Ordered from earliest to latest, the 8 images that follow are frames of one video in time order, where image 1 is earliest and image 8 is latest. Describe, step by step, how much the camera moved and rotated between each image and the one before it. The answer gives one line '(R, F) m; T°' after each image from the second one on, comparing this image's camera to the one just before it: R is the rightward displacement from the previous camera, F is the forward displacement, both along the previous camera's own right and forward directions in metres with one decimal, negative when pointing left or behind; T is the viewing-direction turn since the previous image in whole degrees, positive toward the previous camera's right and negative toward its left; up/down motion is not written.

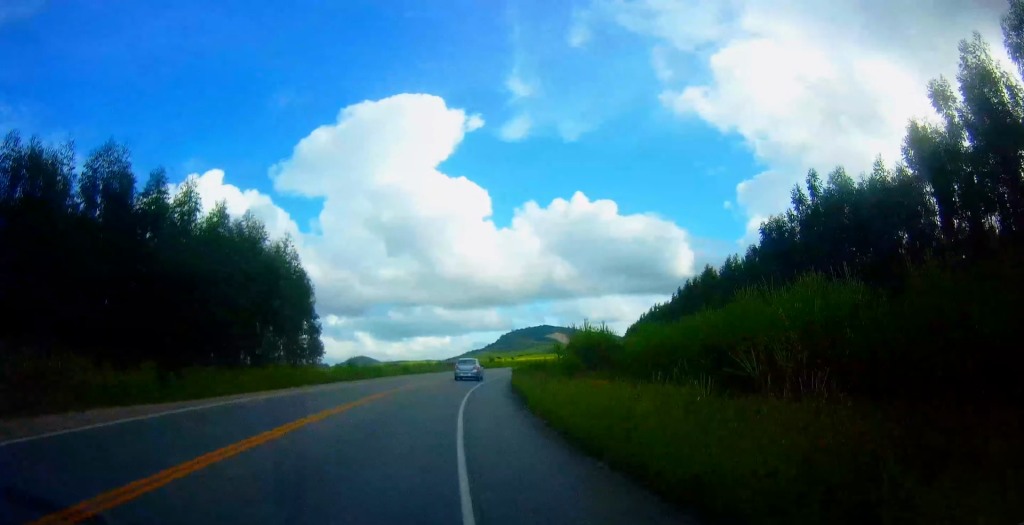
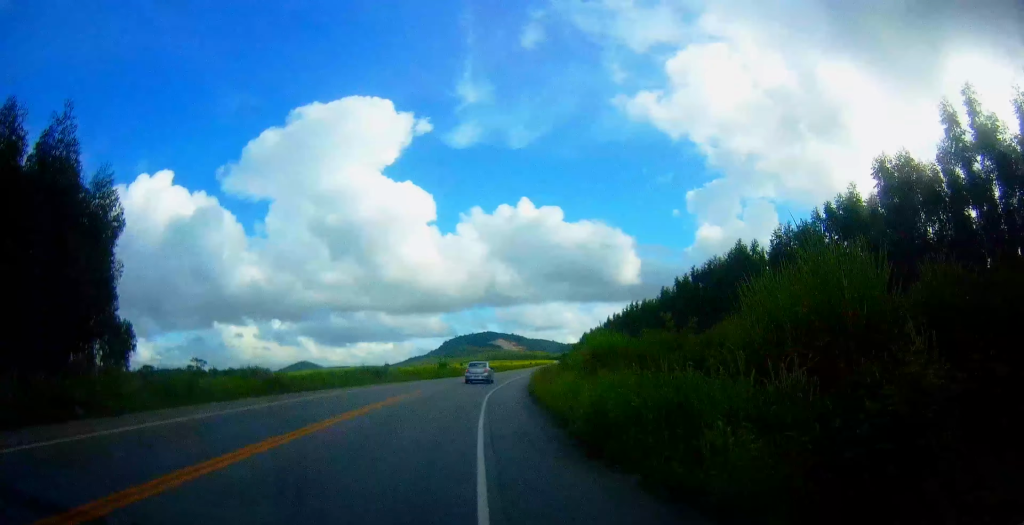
(+1.9, +29.8) m; +7°
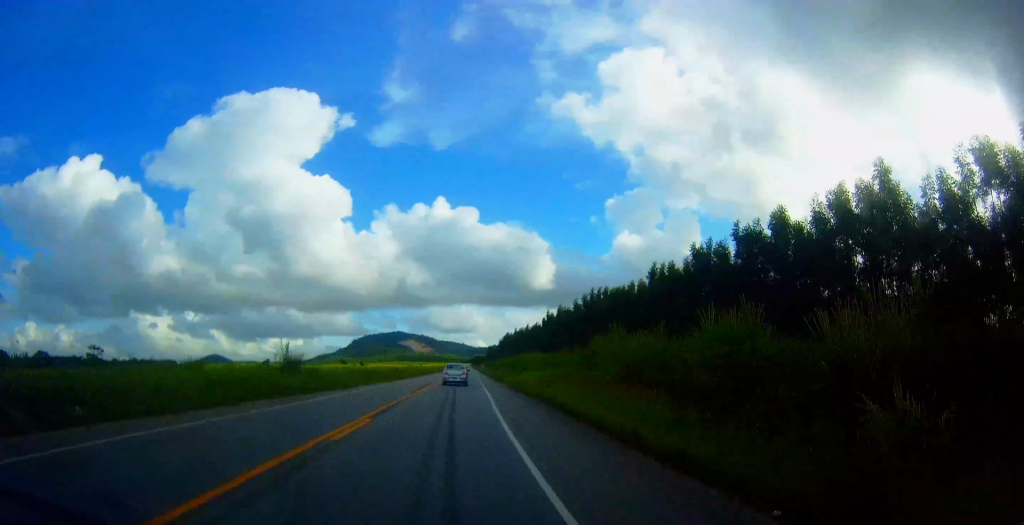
(+3.5, +42.5) m; +9°
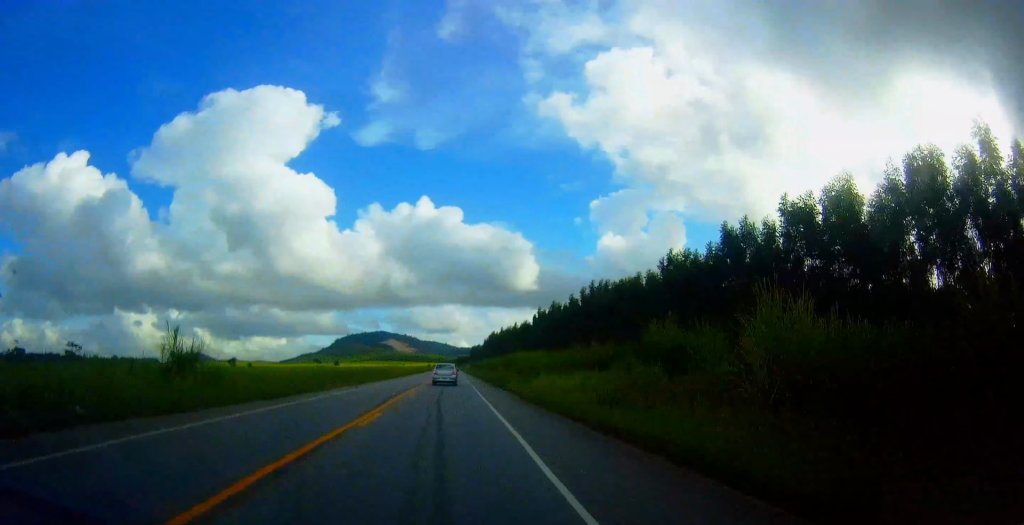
(+0.2, +13.5) m; +2°
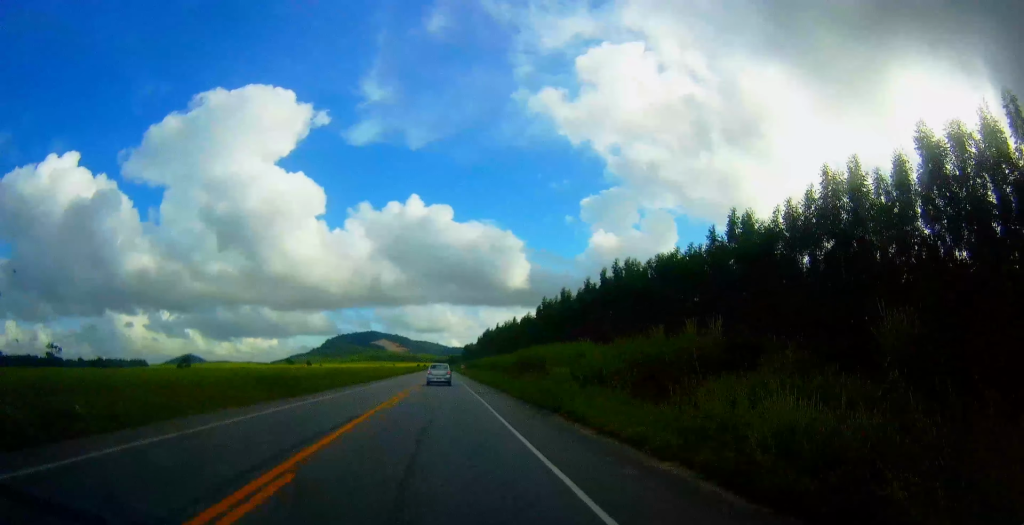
(+0.7, +21.5) m; +4°
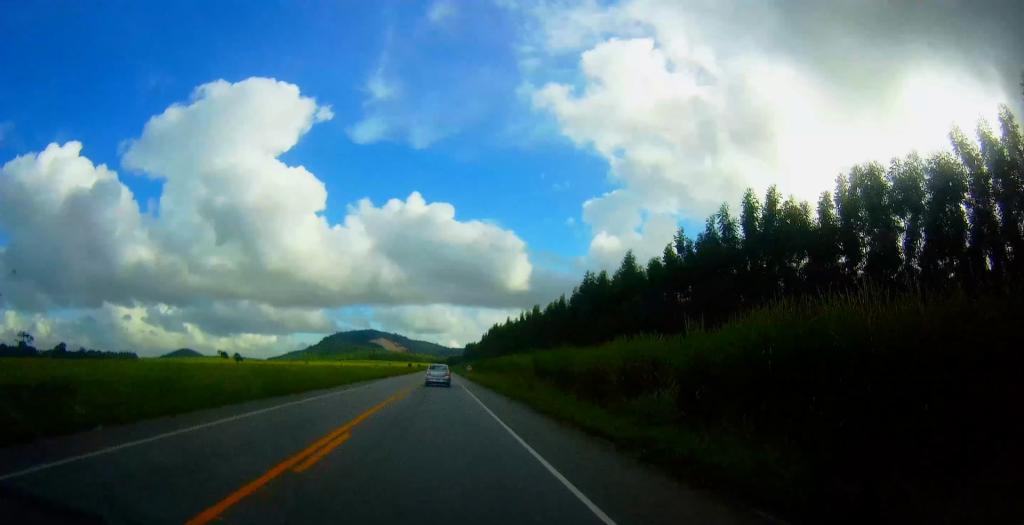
(+2.1, +42.6) m; +6°
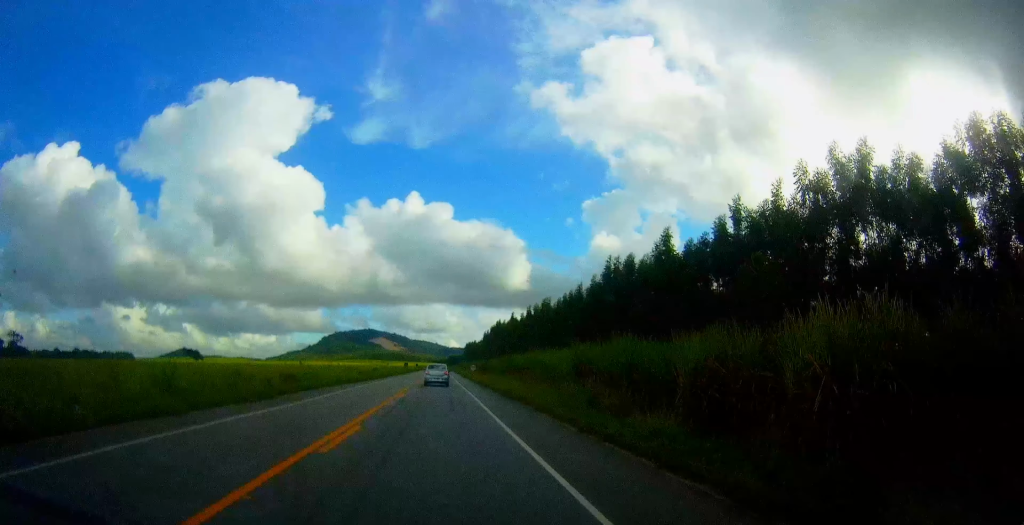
(+0.5, +14.1) m; +1°
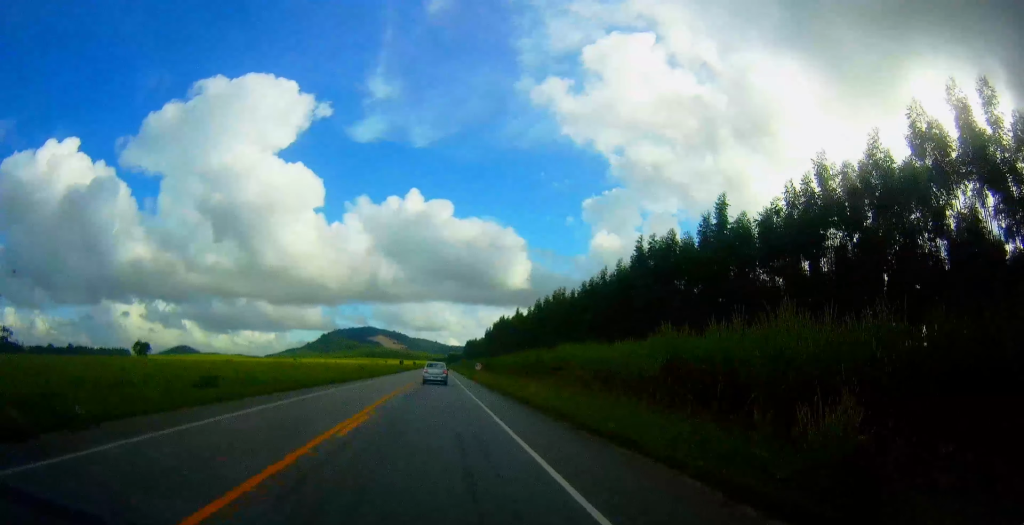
(+0.4, +14.2) m; +1°
